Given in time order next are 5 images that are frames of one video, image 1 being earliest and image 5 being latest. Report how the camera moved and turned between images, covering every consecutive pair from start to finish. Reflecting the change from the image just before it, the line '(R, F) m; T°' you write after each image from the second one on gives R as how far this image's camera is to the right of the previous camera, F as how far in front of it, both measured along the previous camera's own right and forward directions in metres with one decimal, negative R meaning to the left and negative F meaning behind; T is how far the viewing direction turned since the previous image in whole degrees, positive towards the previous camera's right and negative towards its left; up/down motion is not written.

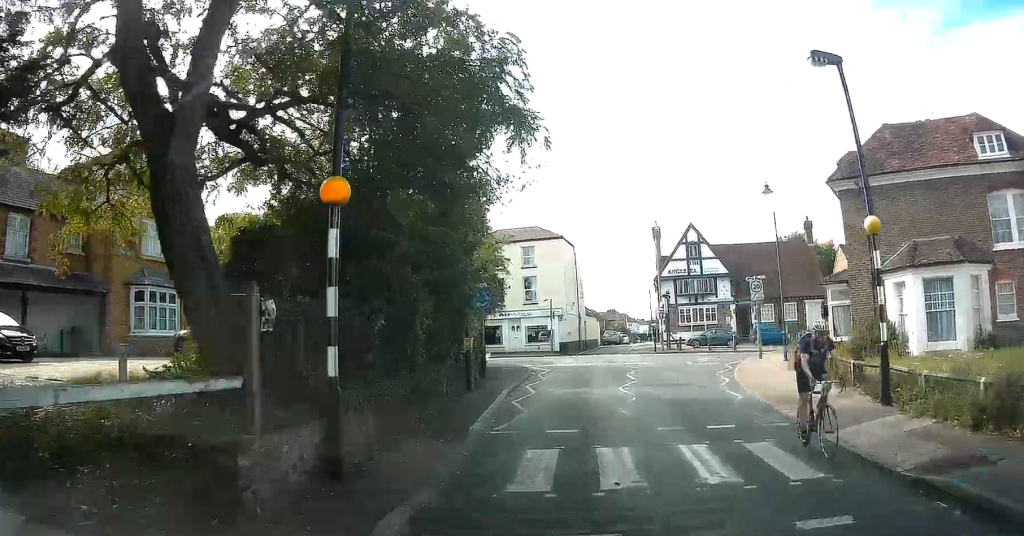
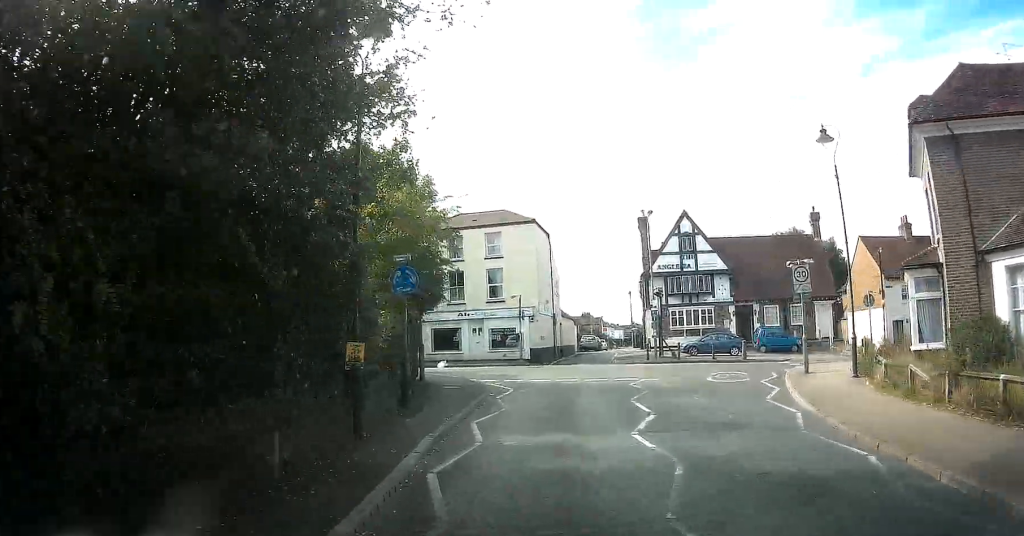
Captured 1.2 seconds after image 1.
(+0.2, +6.7) m; +3°
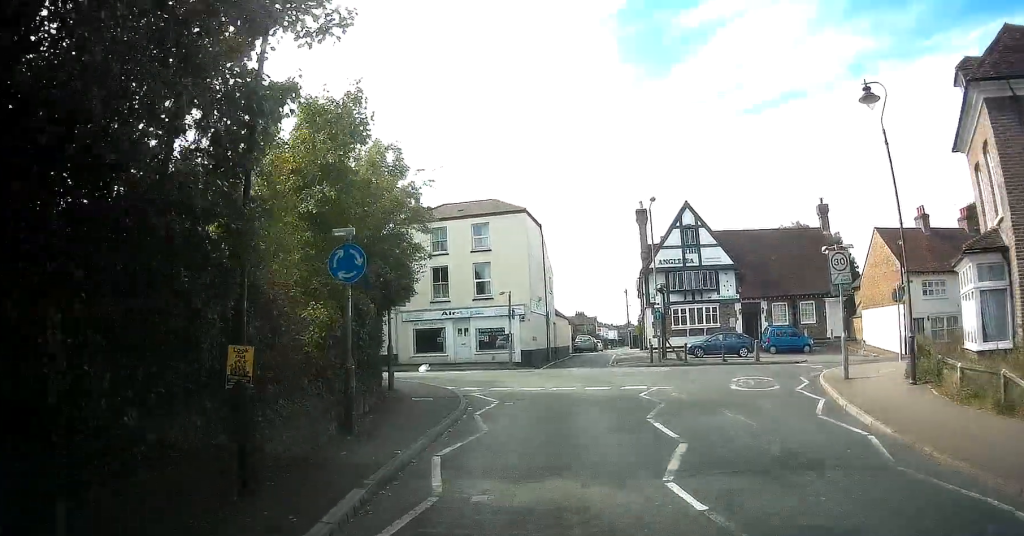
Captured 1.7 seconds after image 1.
(0.0, +2.9) m; +2°
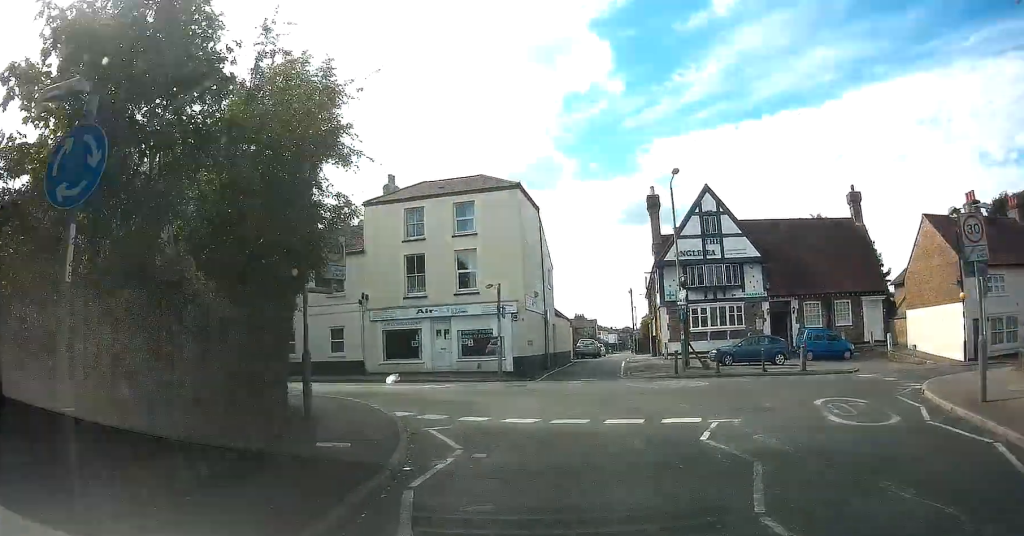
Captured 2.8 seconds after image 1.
(+0.2, +5.5) m; +1°
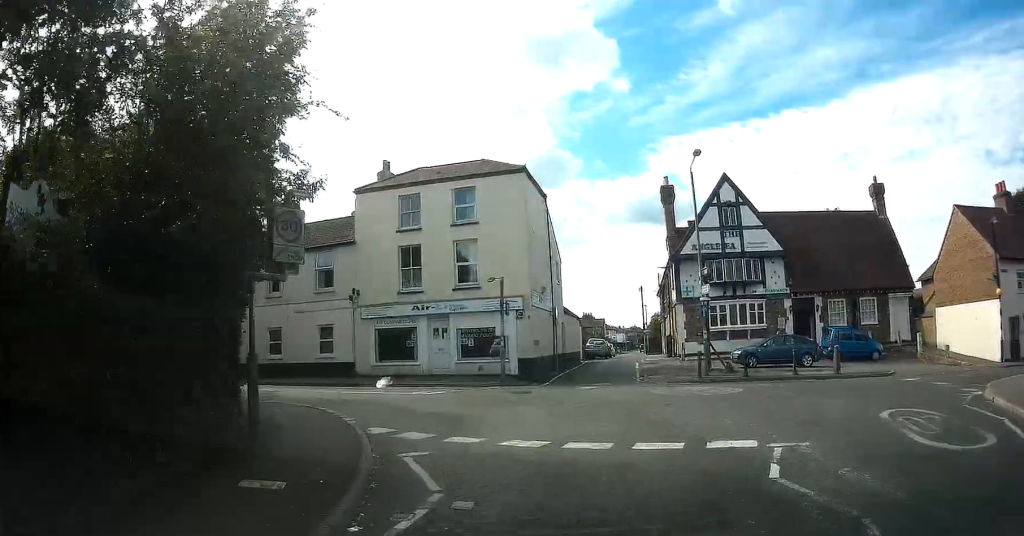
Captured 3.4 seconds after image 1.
(-0.1, +2.2) m; -2°
